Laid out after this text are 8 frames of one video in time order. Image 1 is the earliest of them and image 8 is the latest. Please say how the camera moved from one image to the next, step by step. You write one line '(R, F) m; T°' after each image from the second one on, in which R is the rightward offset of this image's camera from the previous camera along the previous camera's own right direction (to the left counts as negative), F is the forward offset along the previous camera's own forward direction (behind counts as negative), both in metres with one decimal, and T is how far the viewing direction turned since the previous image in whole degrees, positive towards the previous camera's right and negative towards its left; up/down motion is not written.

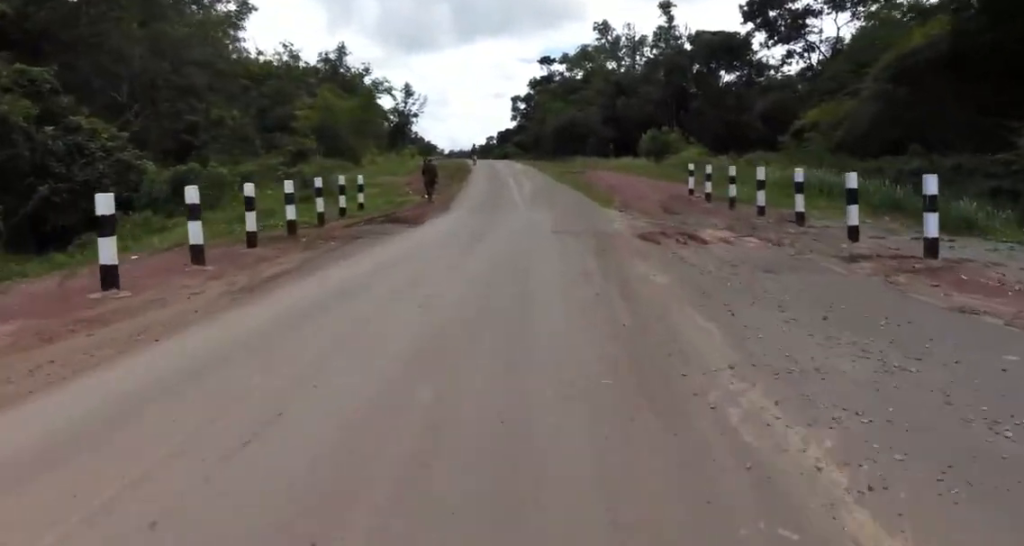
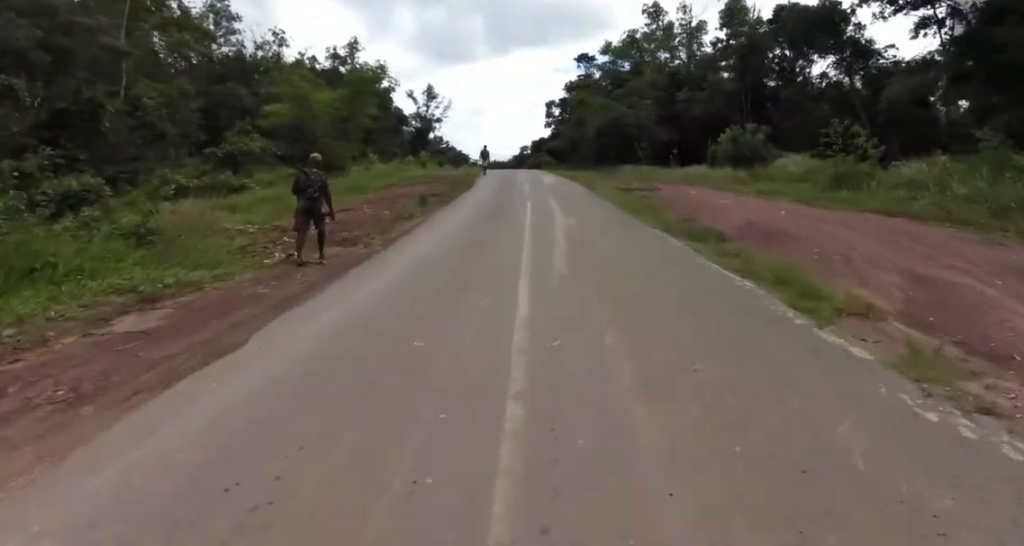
(-1.4, +18.8) m; -10°
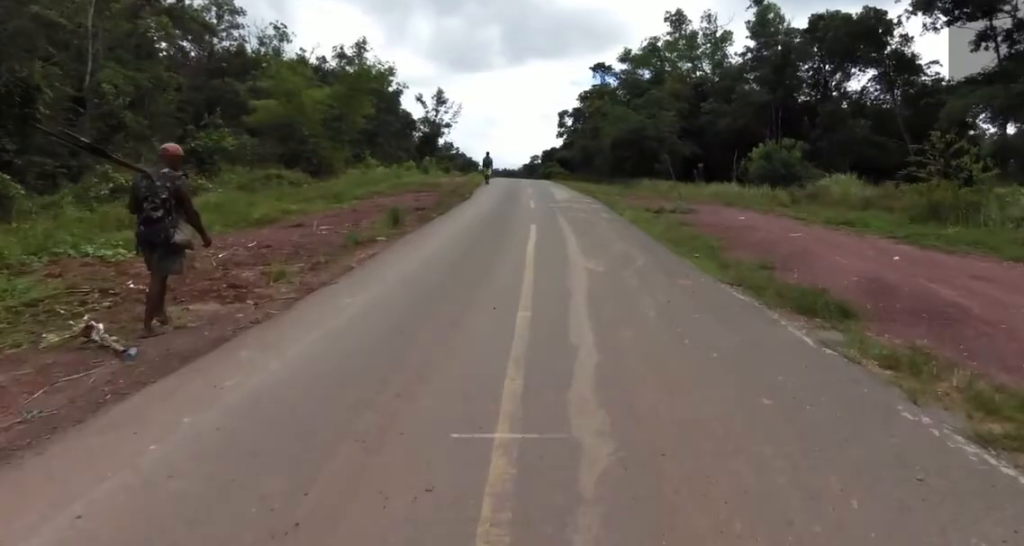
(-0.3, +5.5) m; -2°
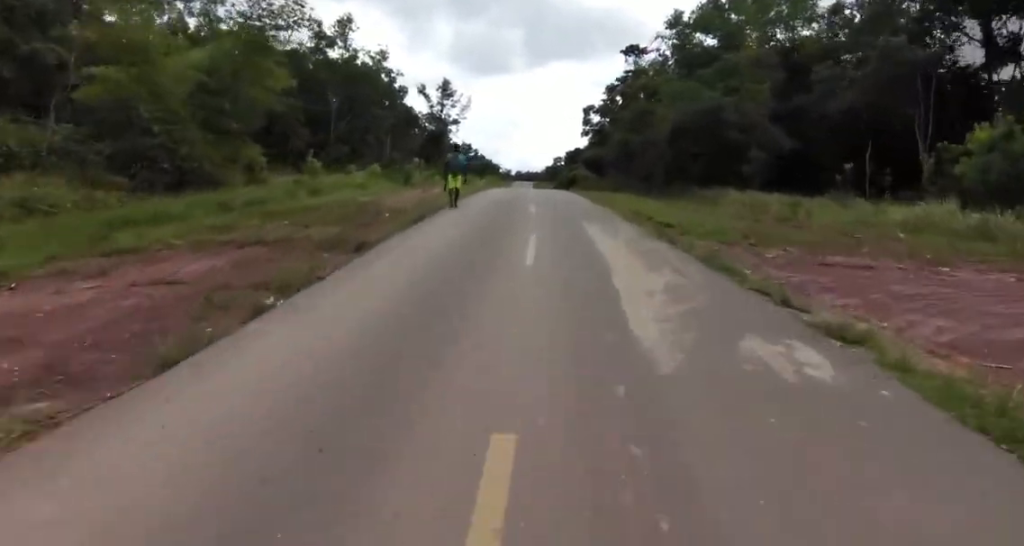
(-0.6, +21.2) m; +2°
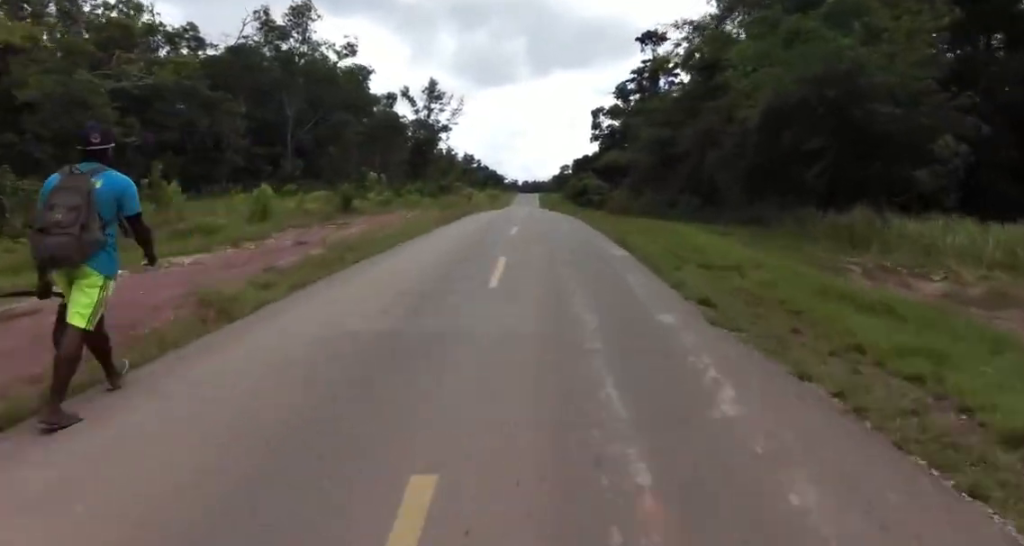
(+0.6, +17.5) m; 0°
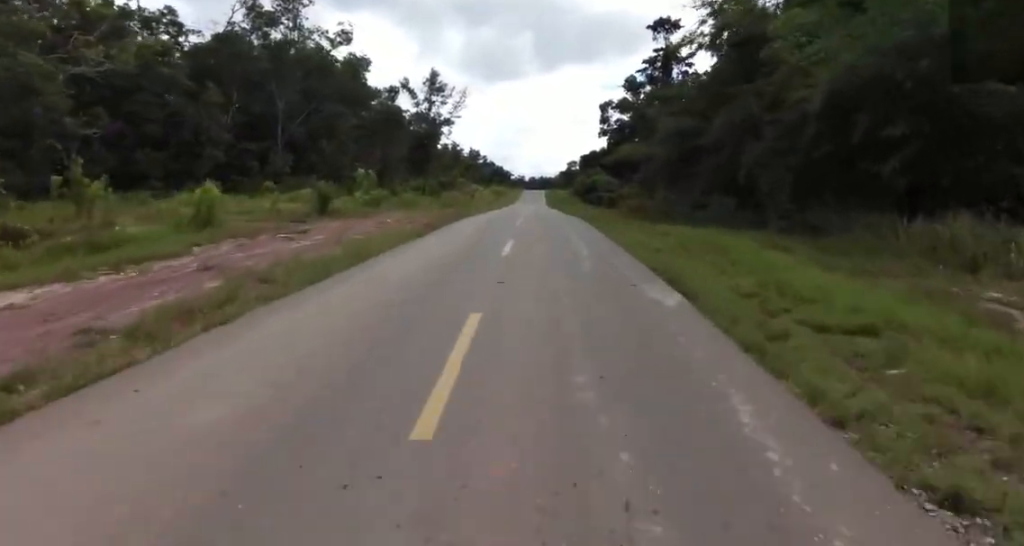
(-0.1, +5.0) m; -1°
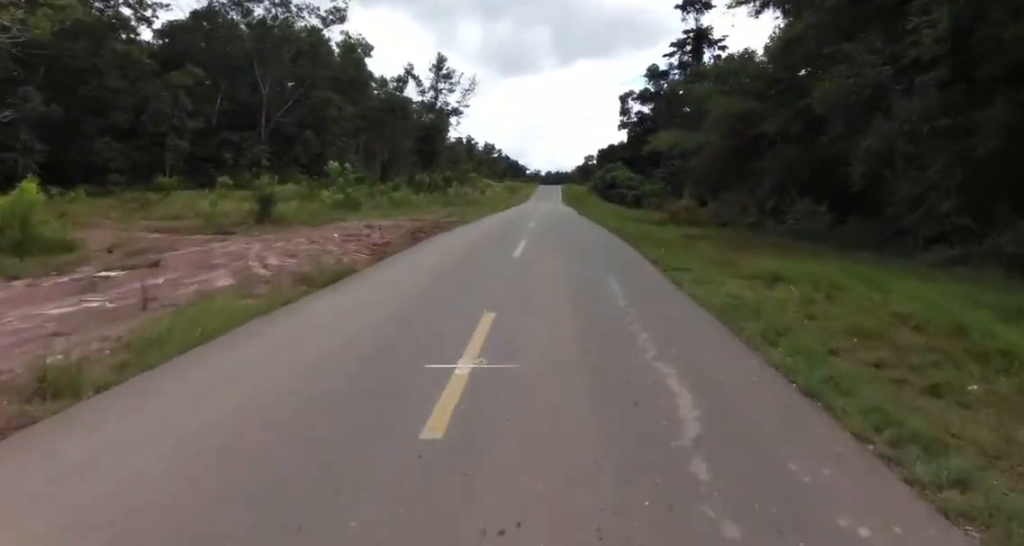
(-0.1, +8.6) m; +2°
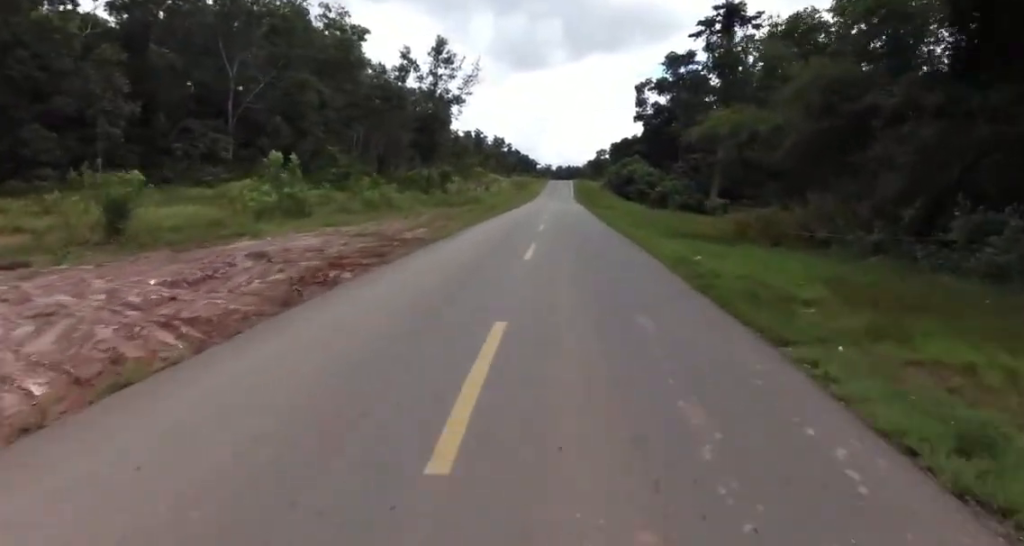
(+0.2, +9.2) m; 0°
